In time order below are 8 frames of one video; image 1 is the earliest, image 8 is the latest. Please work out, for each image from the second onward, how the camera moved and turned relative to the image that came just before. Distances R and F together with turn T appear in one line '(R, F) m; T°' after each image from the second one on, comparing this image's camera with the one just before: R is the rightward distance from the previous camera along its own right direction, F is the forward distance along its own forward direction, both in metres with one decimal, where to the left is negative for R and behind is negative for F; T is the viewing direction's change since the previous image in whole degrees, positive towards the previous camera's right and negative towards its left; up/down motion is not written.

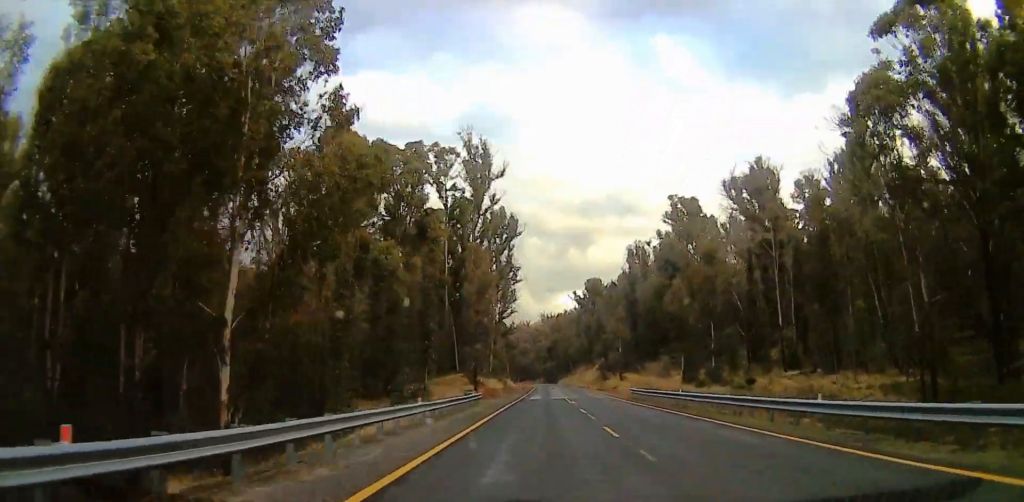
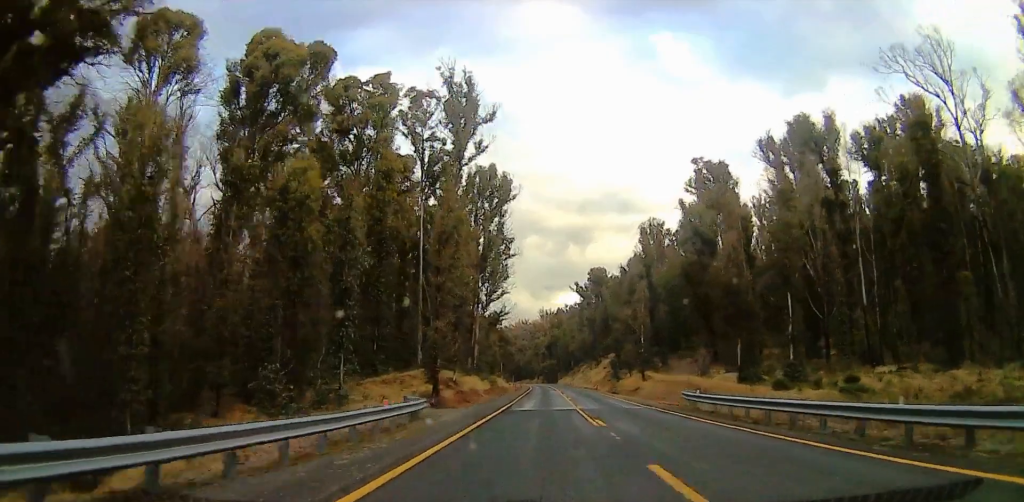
(+0.7, +19.7) m; 0°
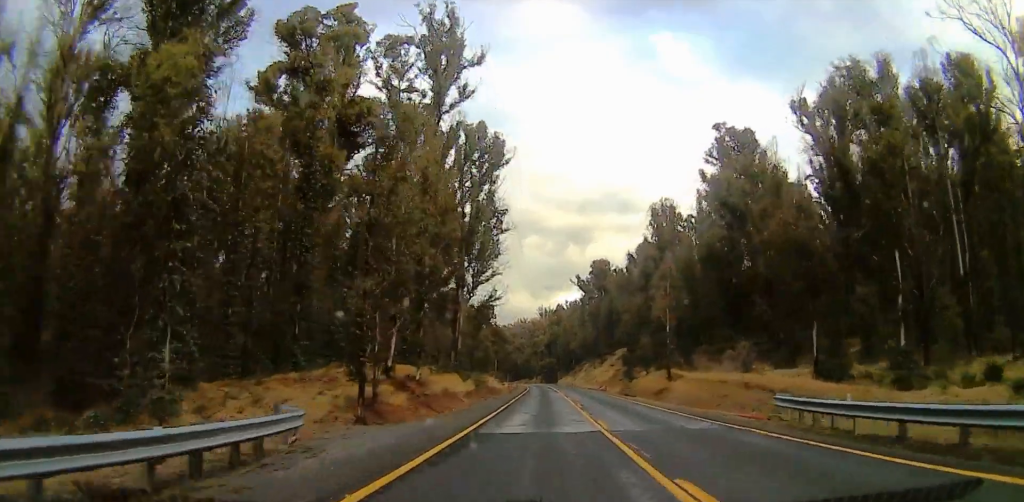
(-0.7, +14.7) m; 0°
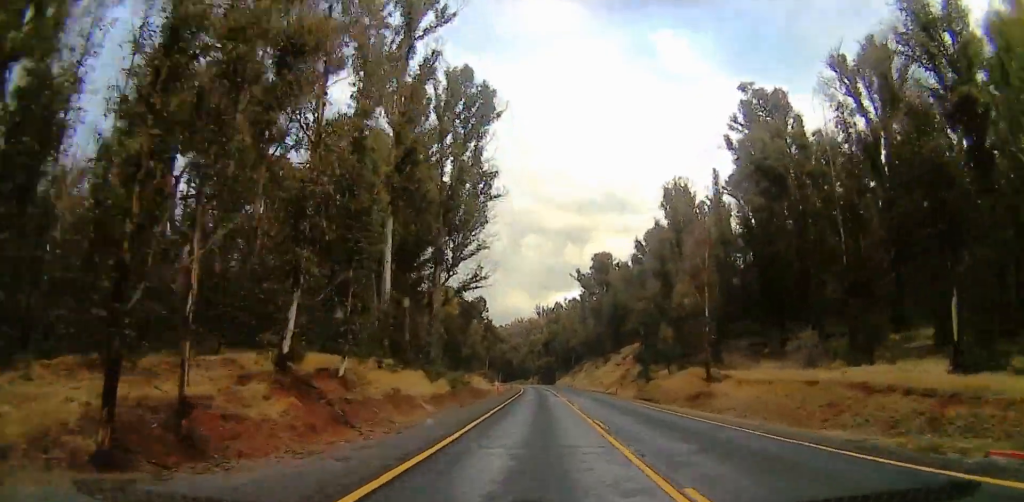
(-0.2, +12.6) m; 0°
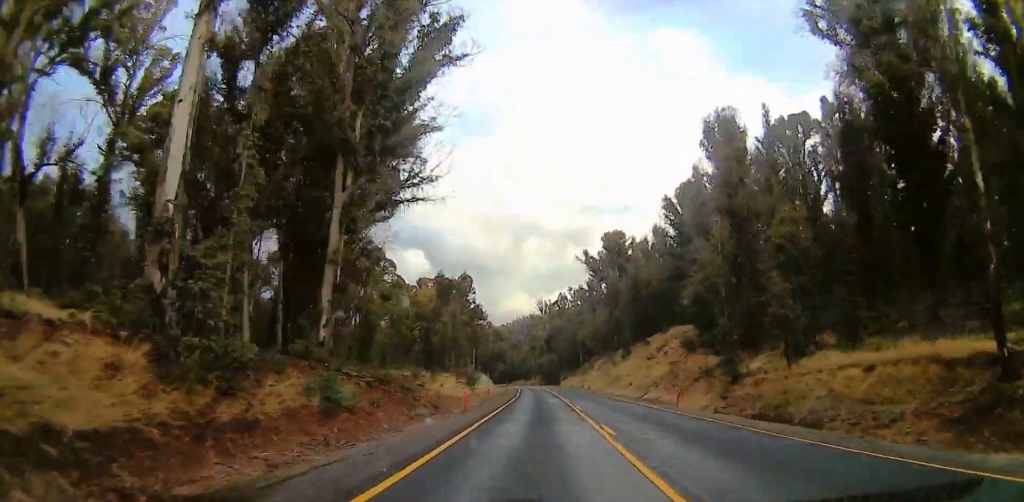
(+1.1, +26.1) m; +2°
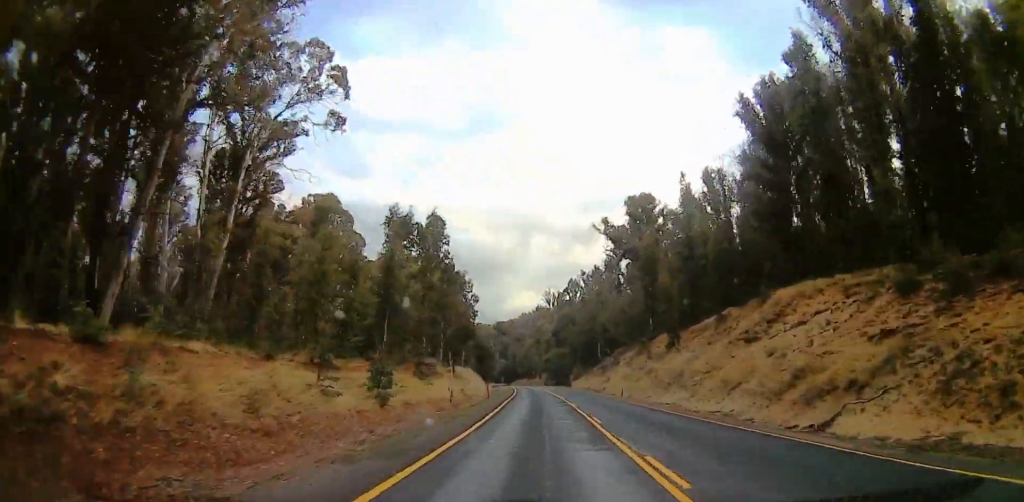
(-0.8, +32.2) m; -3°
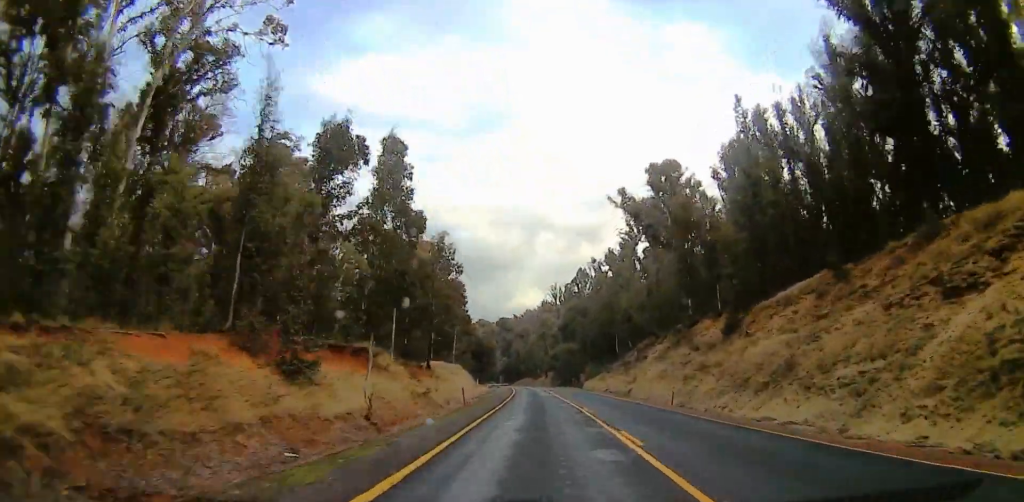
(-0.5, +19.5) m; -1°
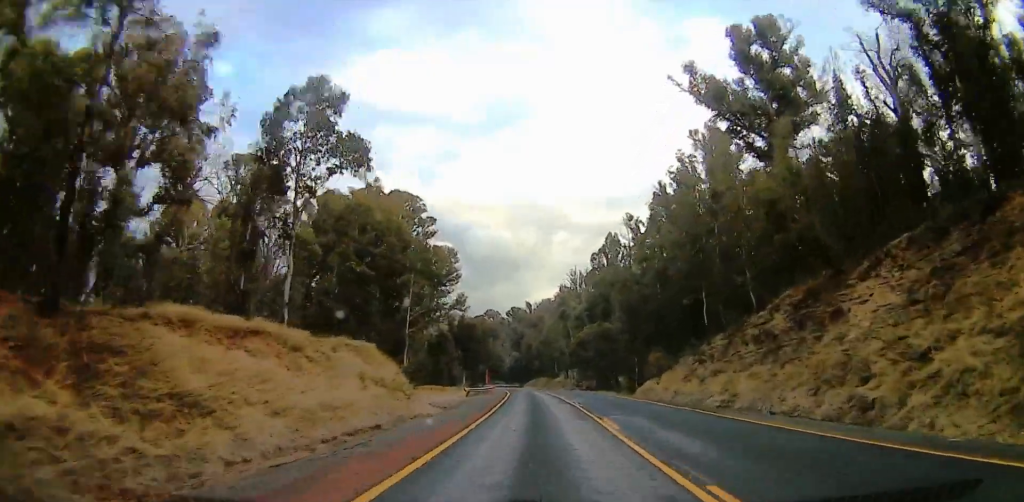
(+1.9, +45.8) m; +2°
